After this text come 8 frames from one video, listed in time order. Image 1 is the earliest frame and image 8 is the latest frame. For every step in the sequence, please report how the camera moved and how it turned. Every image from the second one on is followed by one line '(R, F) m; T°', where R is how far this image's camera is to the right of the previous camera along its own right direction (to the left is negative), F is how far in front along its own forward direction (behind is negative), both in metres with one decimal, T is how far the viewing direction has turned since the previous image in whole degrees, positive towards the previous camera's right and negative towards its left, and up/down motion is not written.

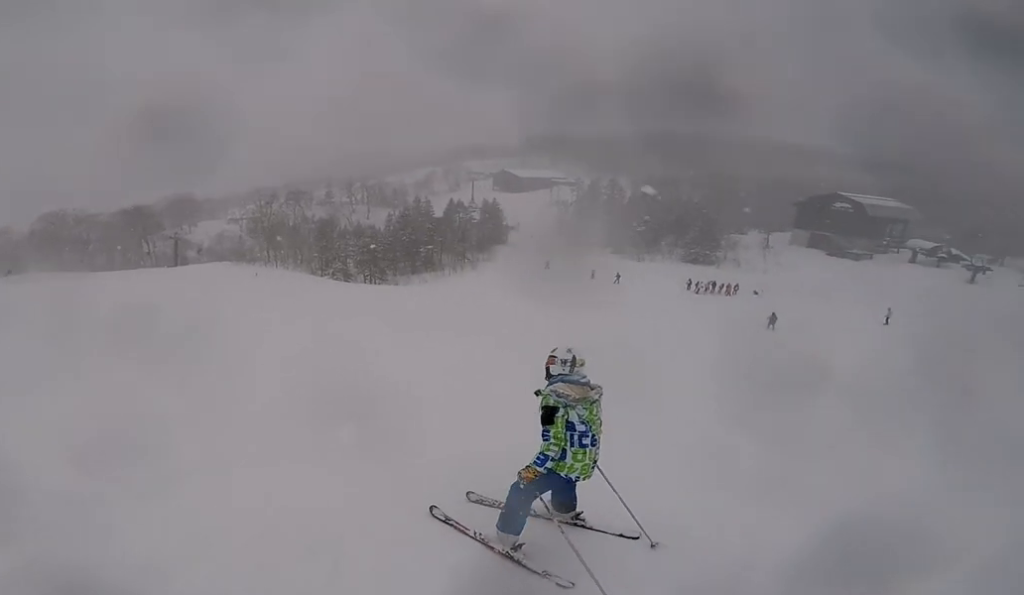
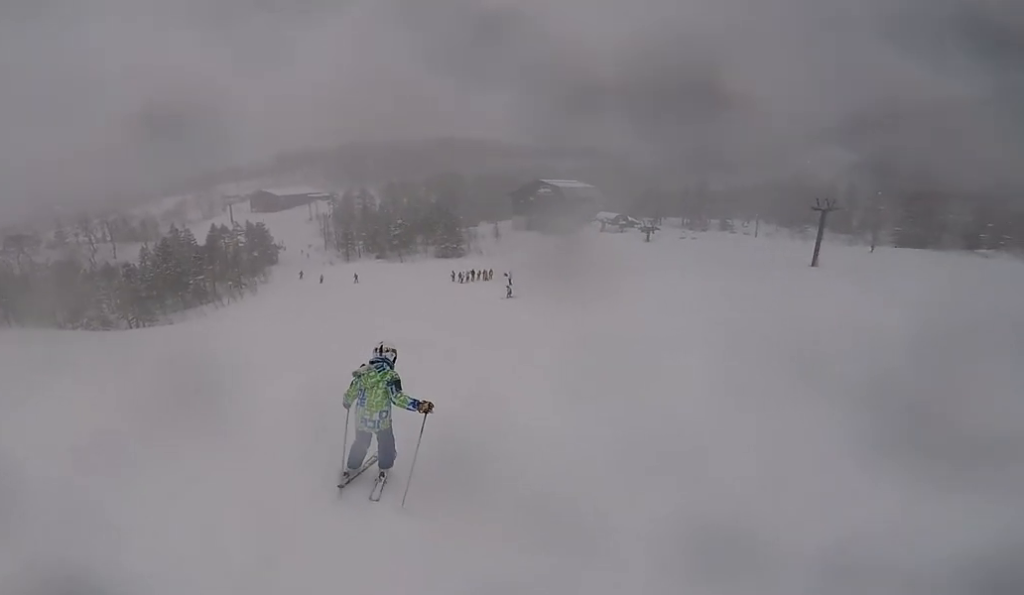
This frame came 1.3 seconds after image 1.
(+1.7, +2.3) m; +51°
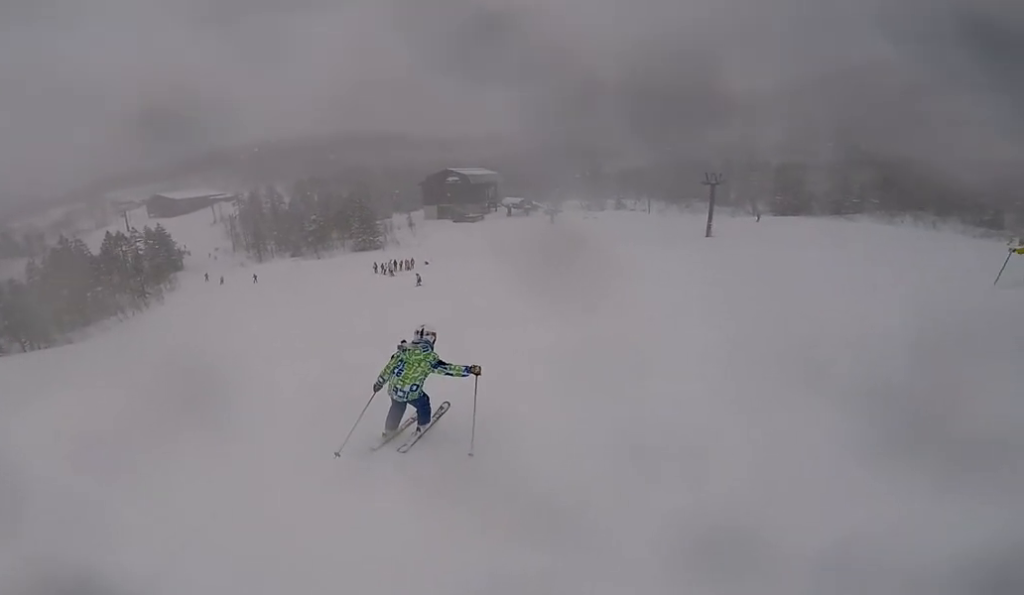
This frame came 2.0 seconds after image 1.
(+0.1, +1.6) m; +4°
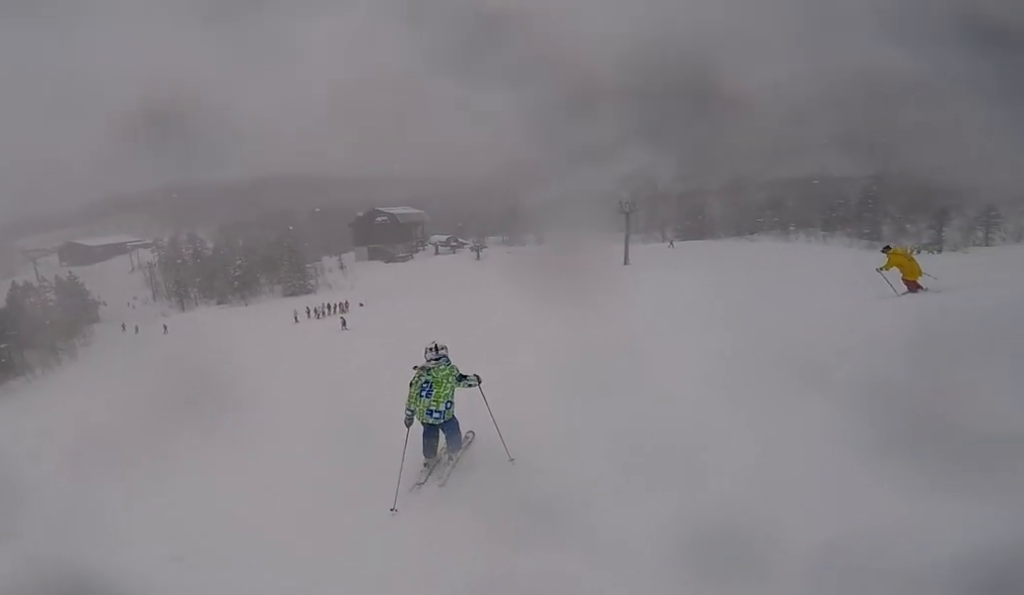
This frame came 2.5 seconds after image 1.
(0.0, +1.3) m; +10°
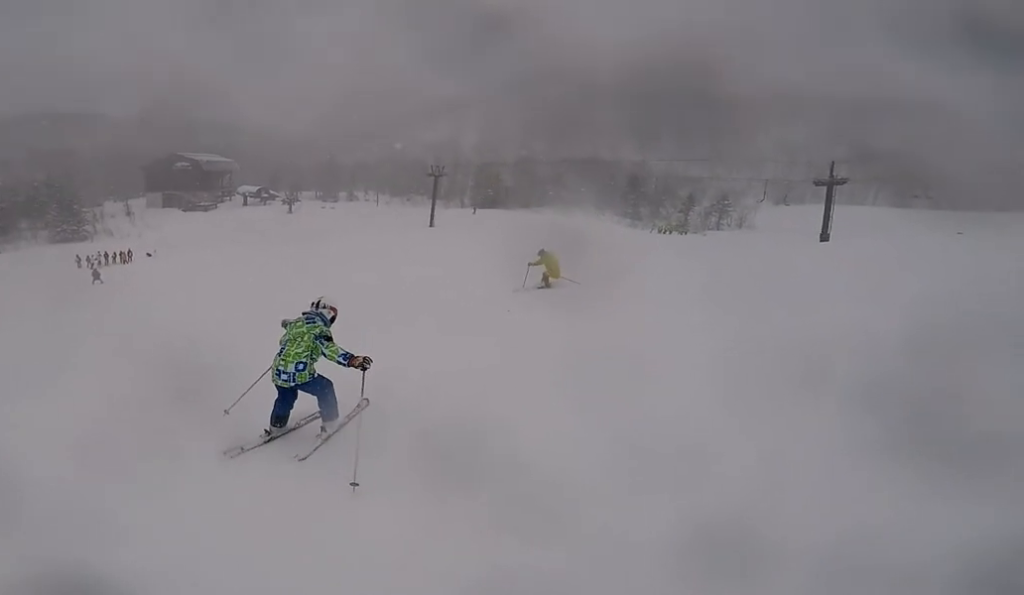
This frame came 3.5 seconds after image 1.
(+0.4, +2.4) m; +20°
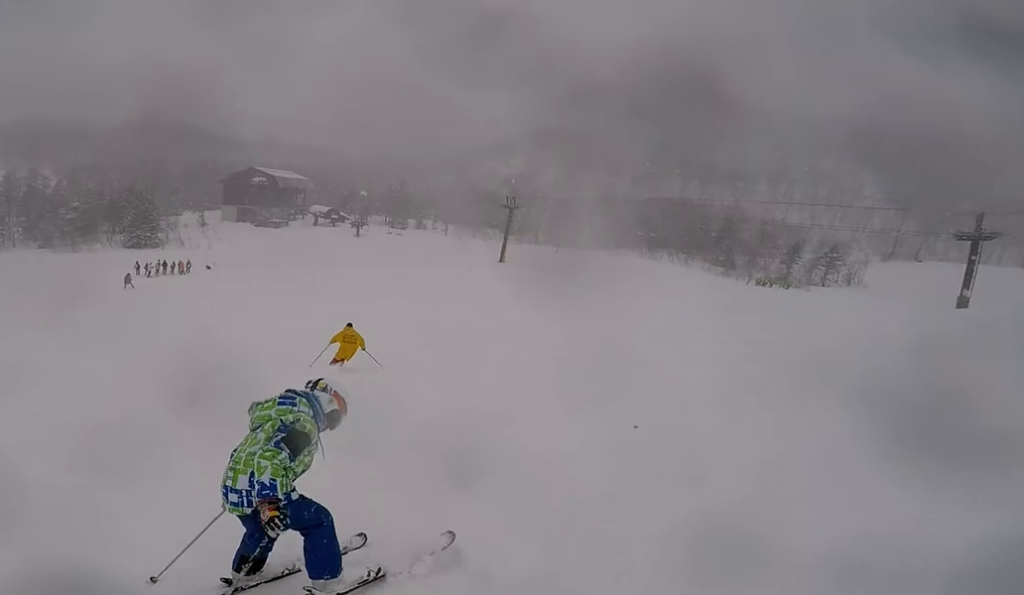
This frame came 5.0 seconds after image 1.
(+0.3, +4.0) m; -4°
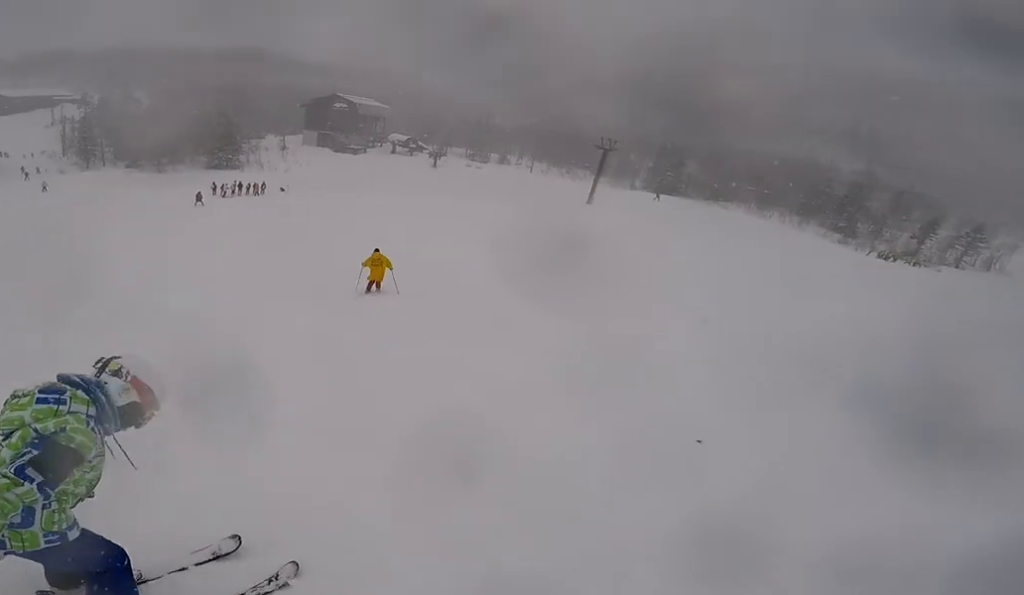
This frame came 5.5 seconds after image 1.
(0.0, +1.7) m; -4°
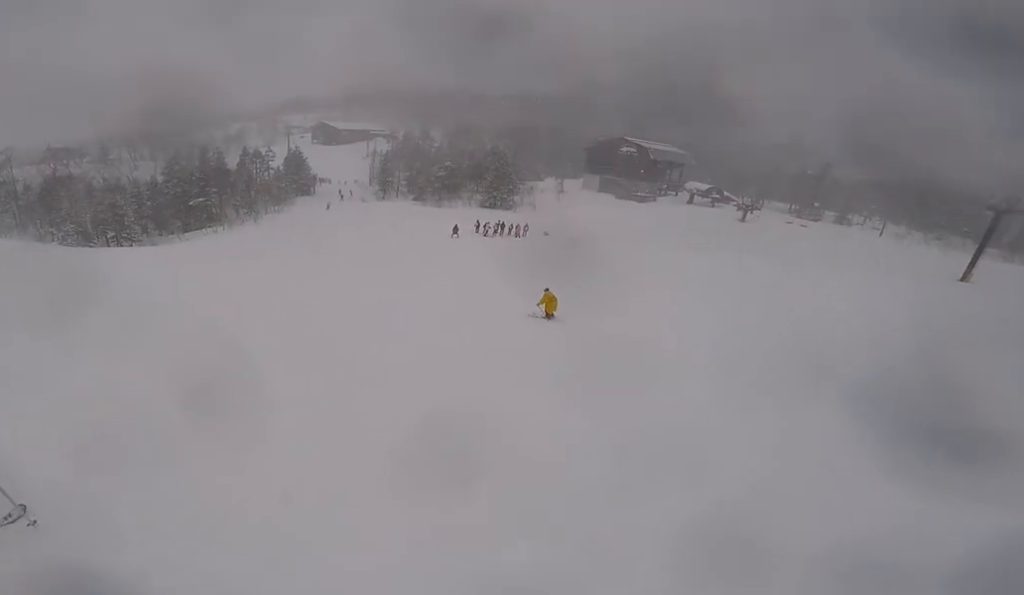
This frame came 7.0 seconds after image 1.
(-0.4, +5.2) m; -29°
